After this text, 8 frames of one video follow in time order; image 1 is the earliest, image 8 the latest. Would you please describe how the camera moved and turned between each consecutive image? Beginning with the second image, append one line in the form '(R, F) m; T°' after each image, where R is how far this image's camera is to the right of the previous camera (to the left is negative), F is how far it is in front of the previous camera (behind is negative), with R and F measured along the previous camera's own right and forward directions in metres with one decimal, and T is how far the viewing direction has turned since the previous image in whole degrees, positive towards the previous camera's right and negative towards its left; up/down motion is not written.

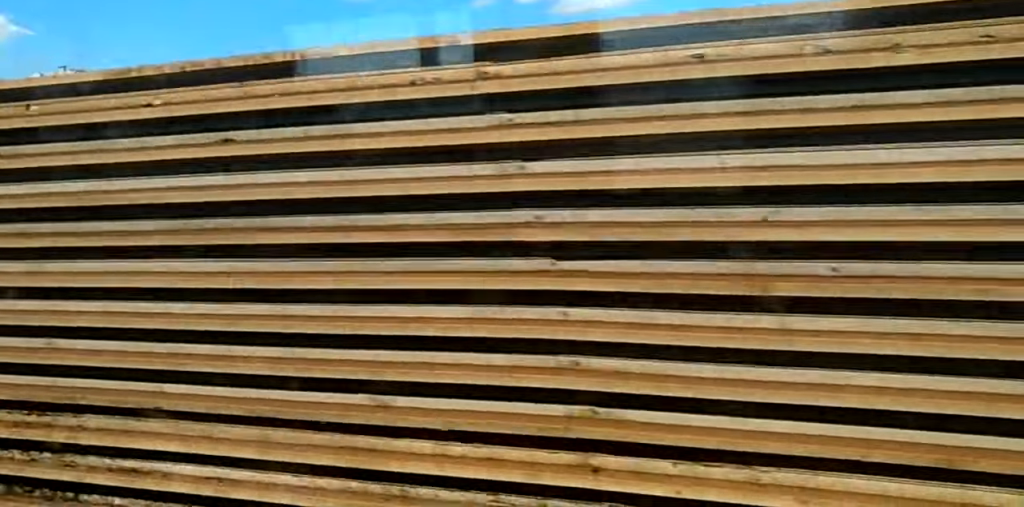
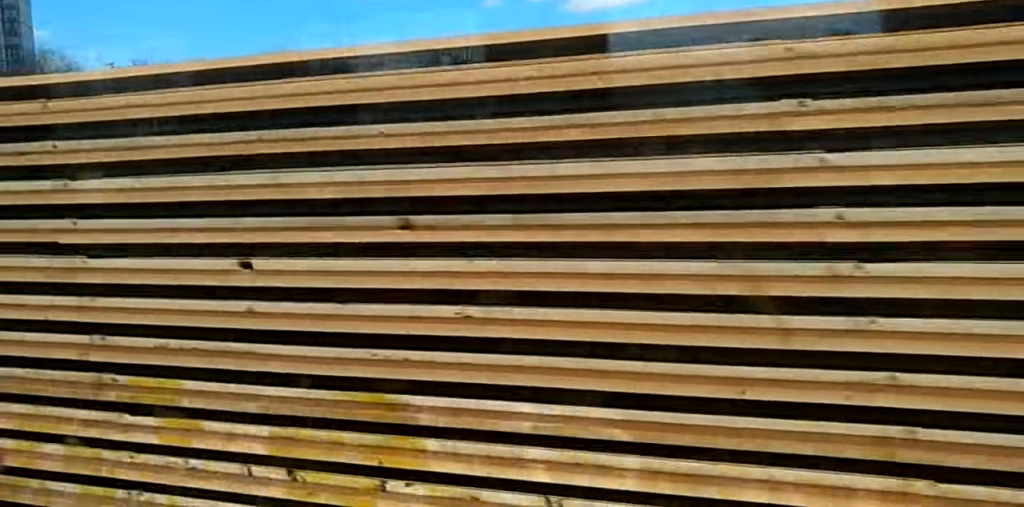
(+0.6, +20.2) m; +3°
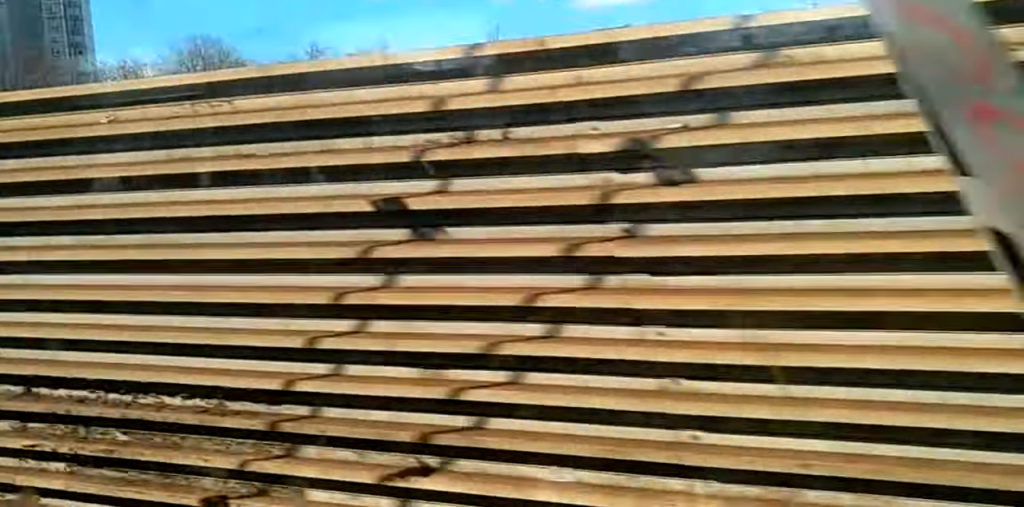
(+0.4, +14.2) m; +1°
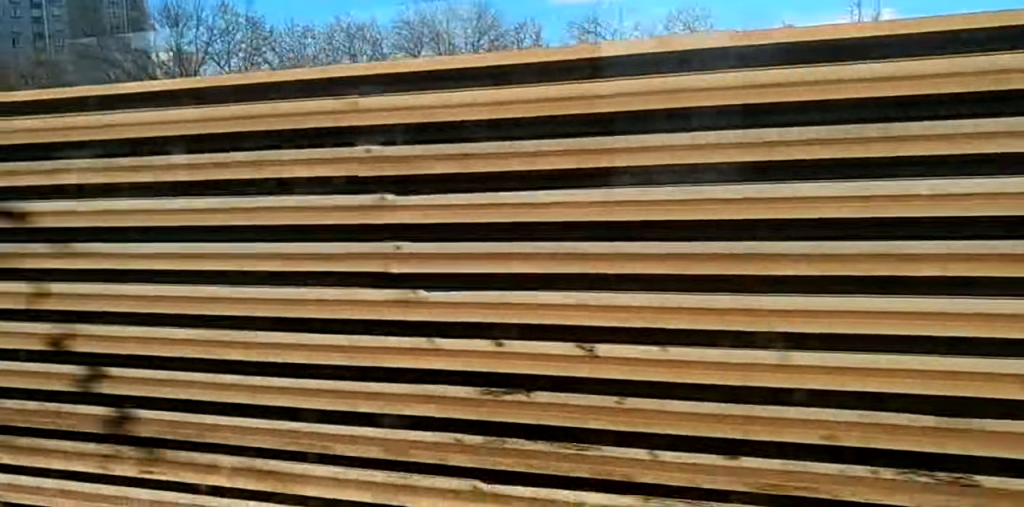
(-0.2, +22.3) m; -2°
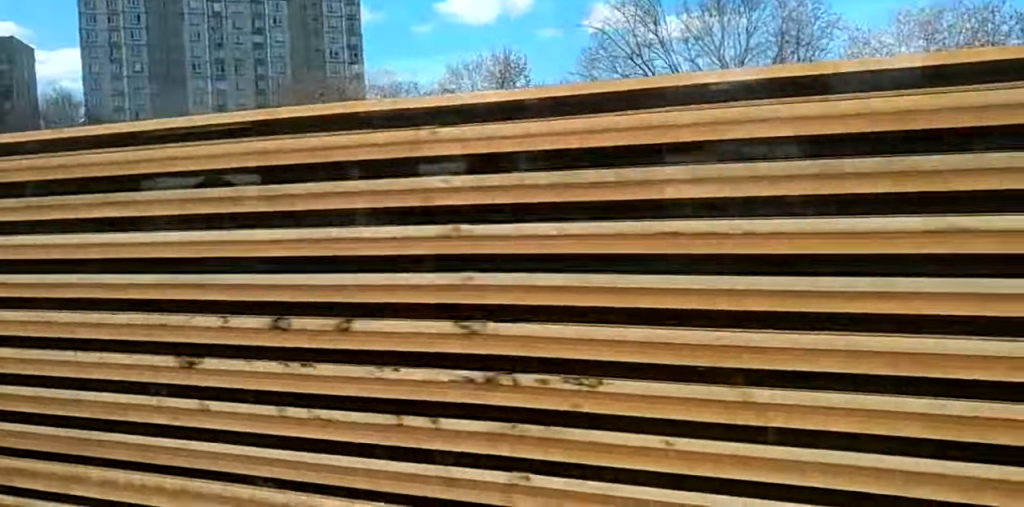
(-0.7, +34.1) m; -1°
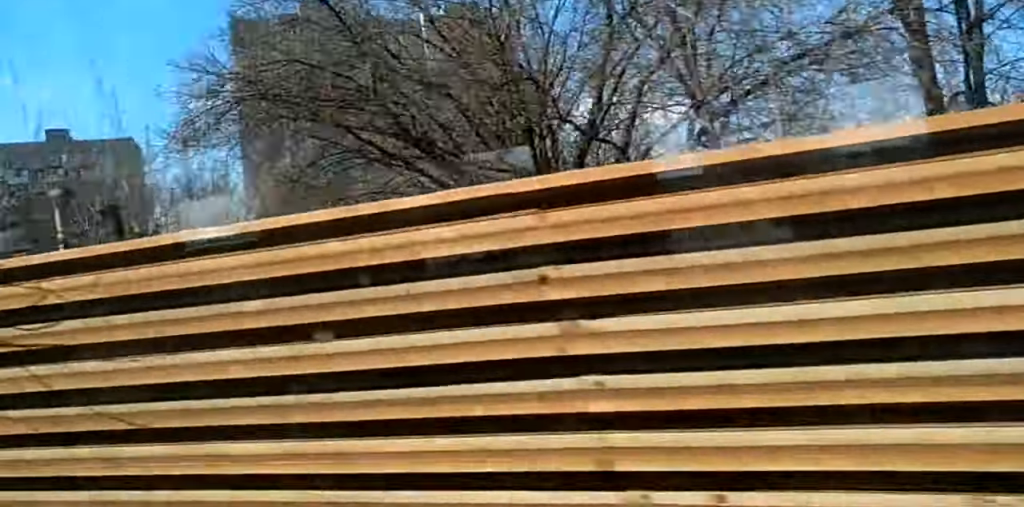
(+0.3, +33.5) m; +1°
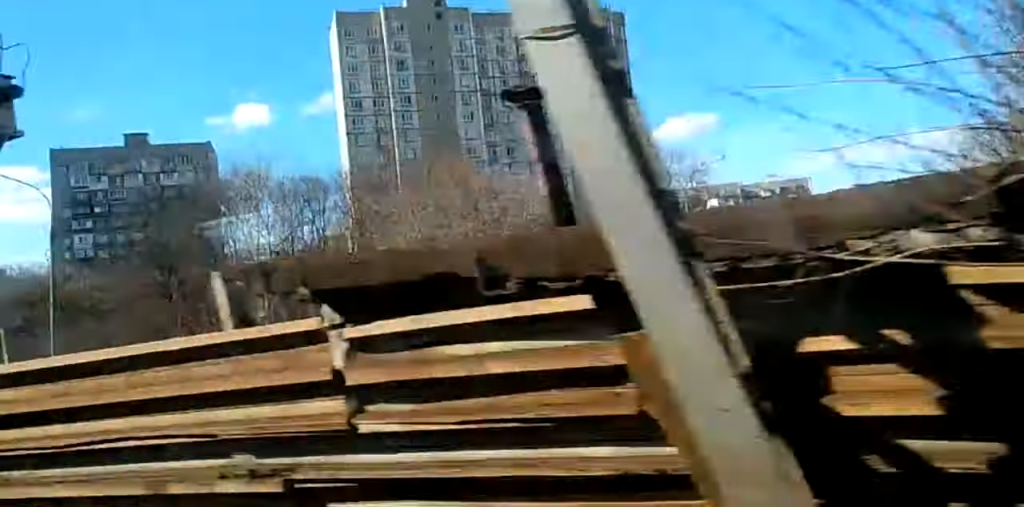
(+0.1, +17.0) m; 0°
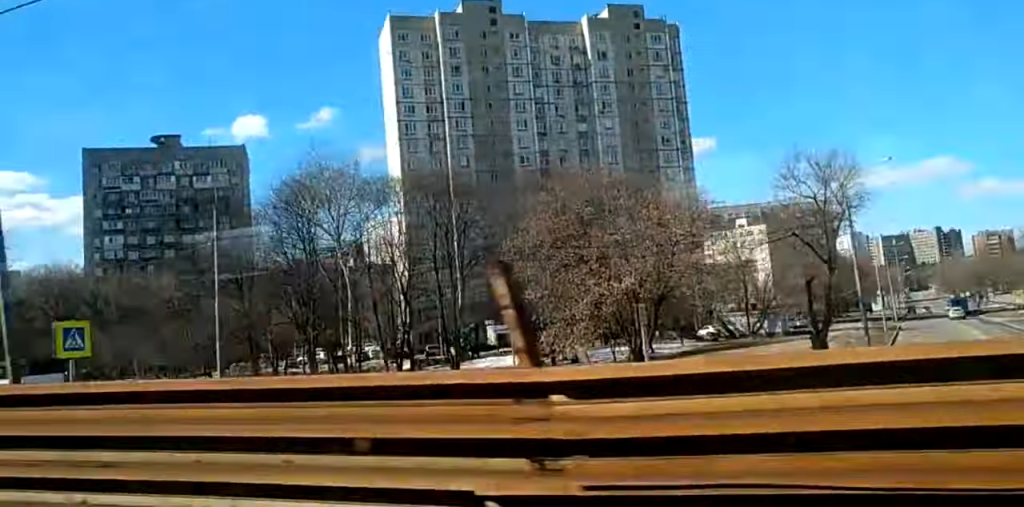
(0.0, +9.4) m; 0°
